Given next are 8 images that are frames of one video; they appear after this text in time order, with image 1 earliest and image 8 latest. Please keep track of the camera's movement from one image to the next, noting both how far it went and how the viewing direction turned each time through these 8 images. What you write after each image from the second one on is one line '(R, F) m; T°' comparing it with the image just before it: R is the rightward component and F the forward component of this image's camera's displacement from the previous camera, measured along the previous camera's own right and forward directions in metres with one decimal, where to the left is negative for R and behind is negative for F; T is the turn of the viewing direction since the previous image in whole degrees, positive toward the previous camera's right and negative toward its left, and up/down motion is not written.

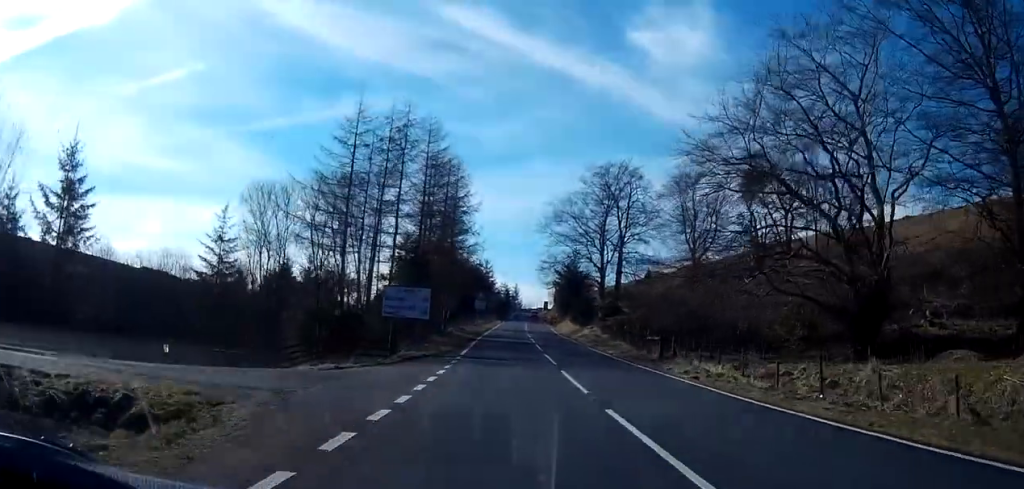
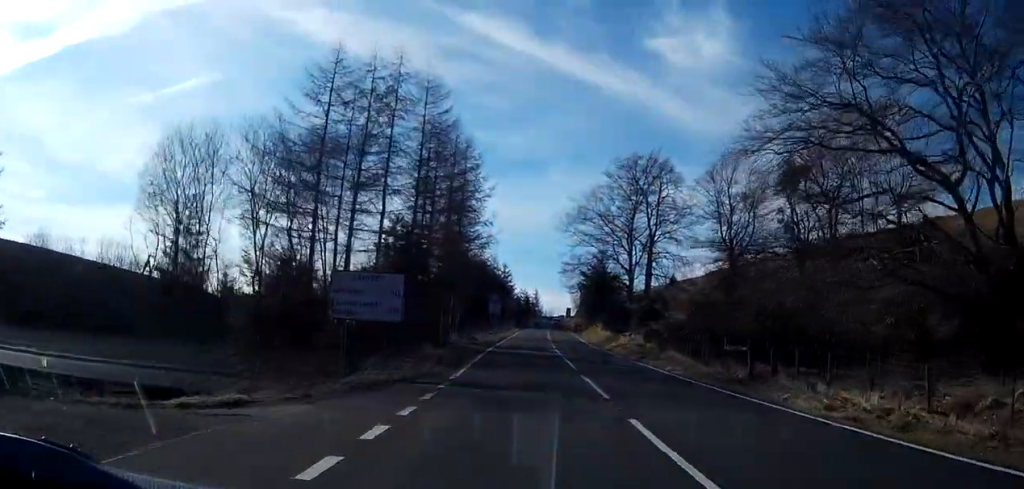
(-0.2, +9.8) m; -1°
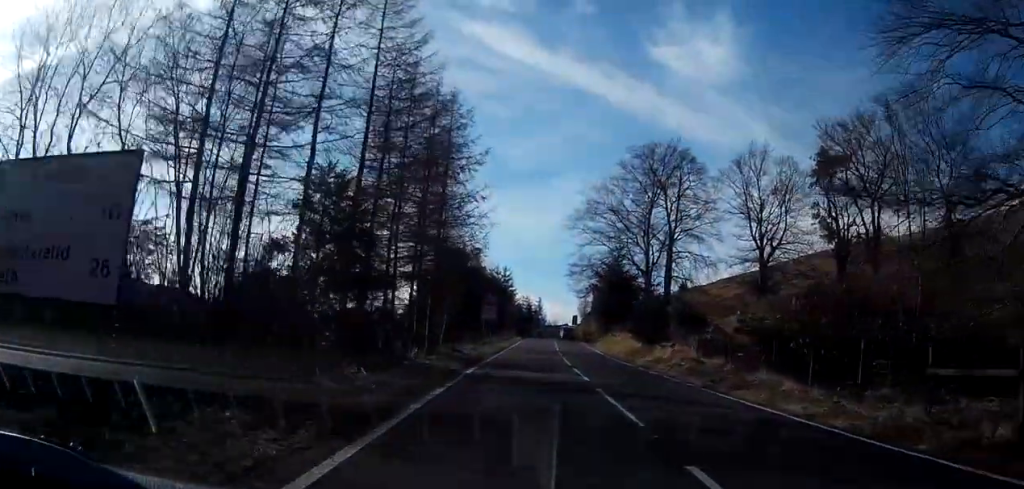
(0.0, +12.3) m; -2°
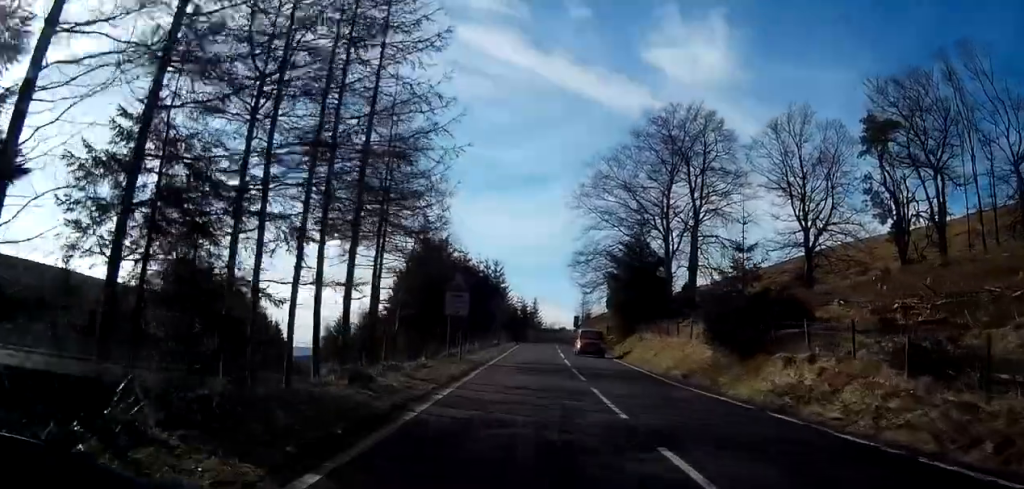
(-0.6, +16.5) m; -2°
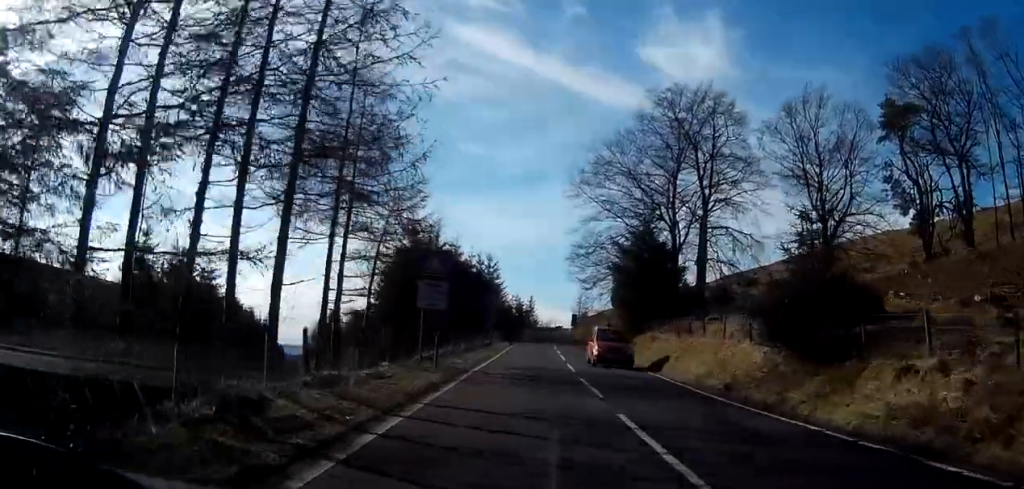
(0.0, +5.7) m; 0°
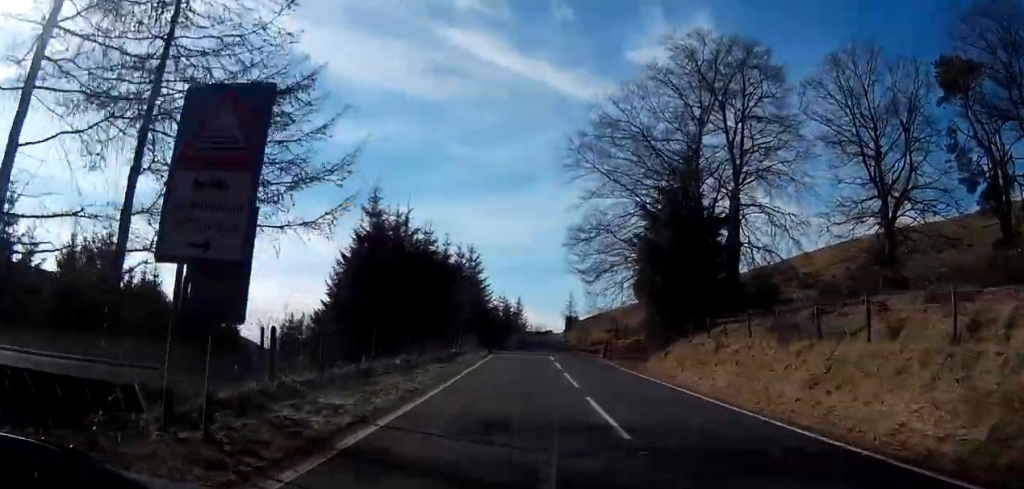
(+0.1, +14.5) m; +1°
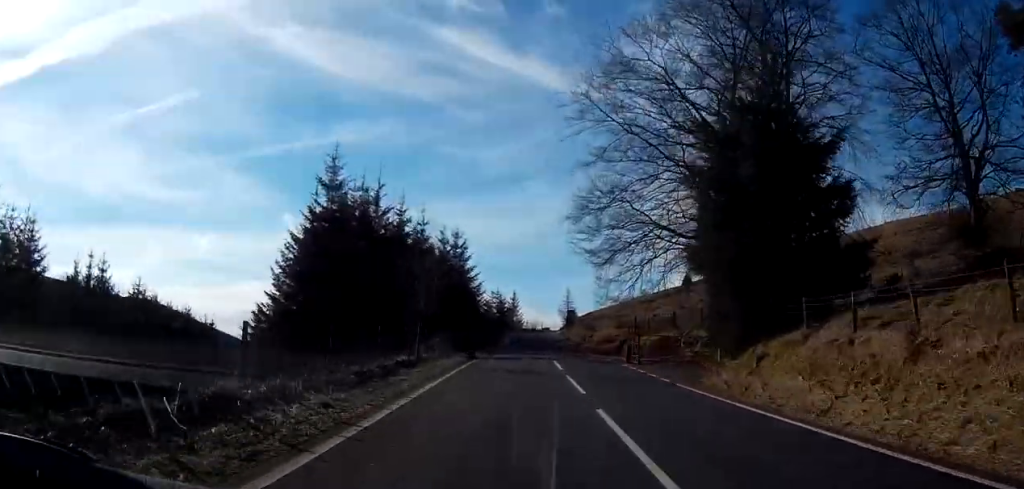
(+0.1, +12.6) m; 0°
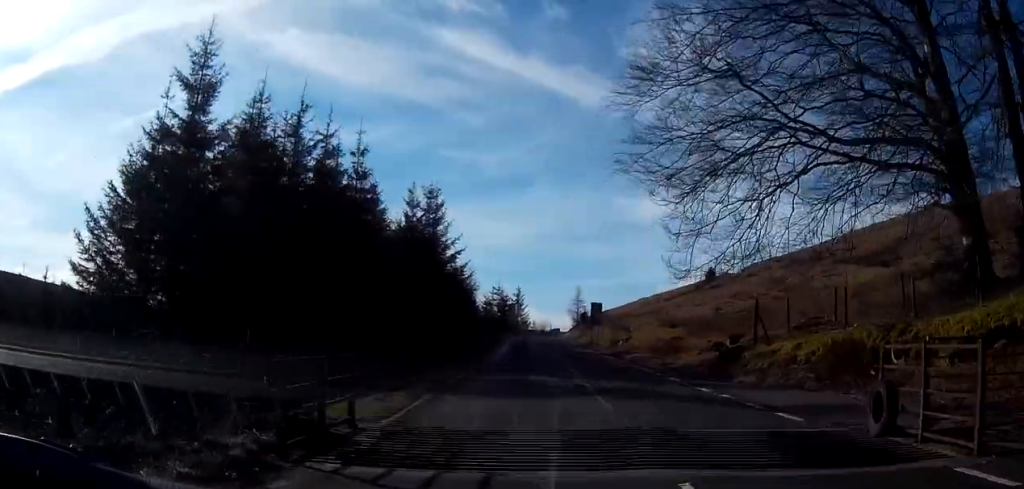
(-0.4, +24.1) m; -2°
